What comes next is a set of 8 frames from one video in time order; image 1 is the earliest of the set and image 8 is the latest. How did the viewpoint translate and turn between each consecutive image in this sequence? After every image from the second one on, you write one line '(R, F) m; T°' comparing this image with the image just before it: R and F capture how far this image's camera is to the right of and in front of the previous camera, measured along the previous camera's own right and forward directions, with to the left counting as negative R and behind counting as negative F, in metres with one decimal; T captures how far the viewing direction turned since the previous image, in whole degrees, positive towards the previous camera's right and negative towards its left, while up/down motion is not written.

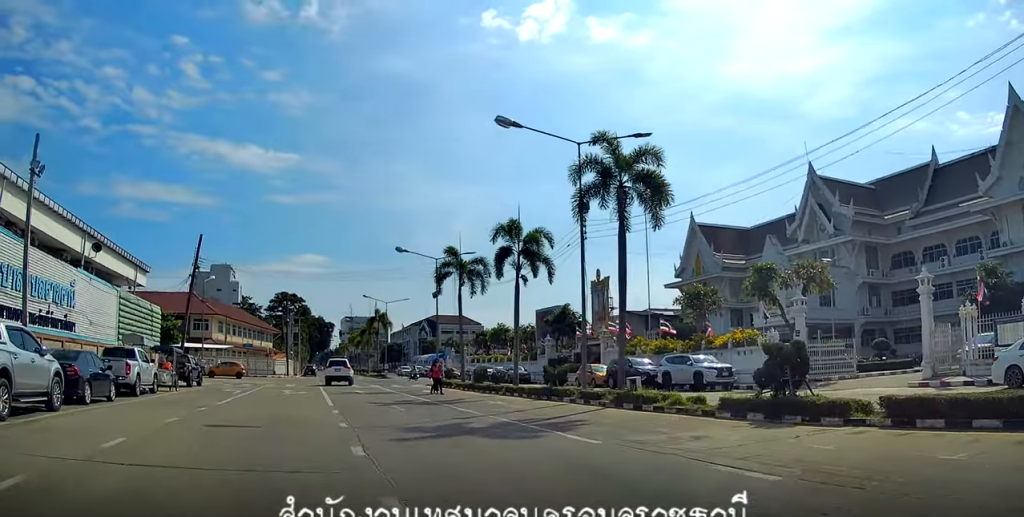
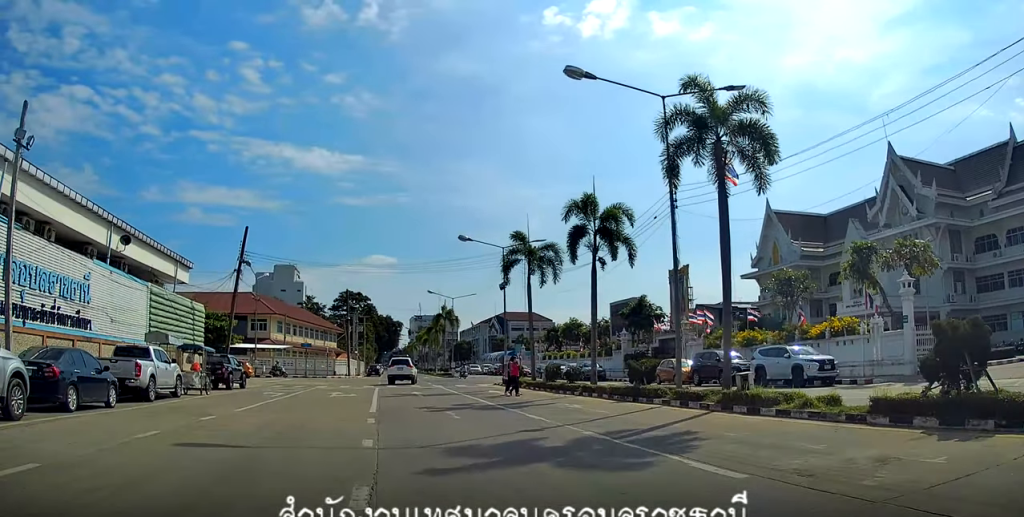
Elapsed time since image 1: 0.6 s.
(0.0, +4.4) m; -3°
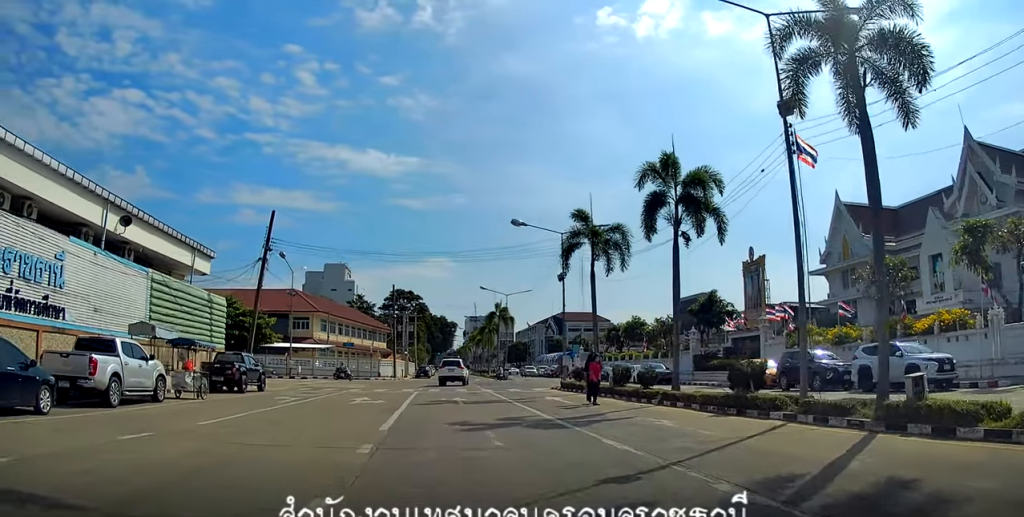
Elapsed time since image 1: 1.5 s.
(-0.2, +6.2) m; -7°
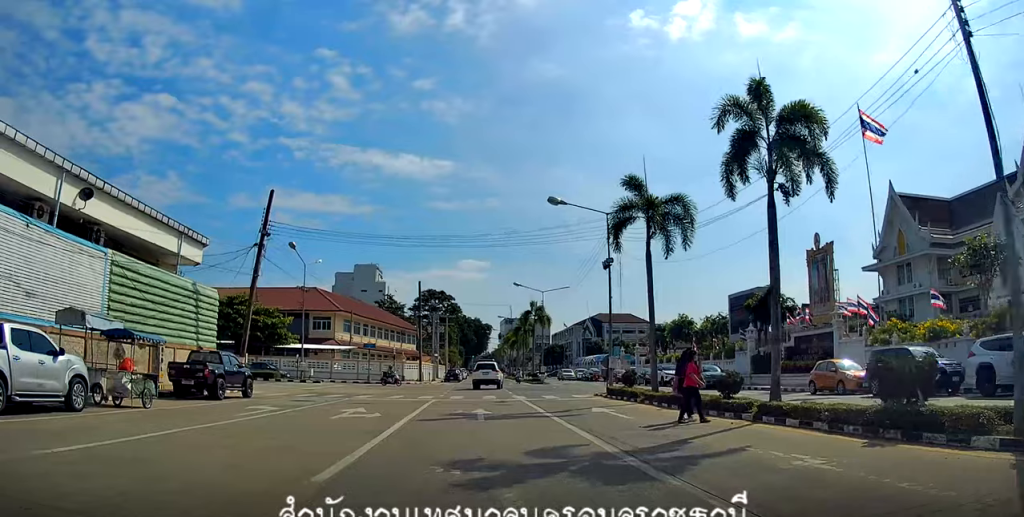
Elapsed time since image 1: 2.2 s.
(-0.3, +6.8) m; -11°
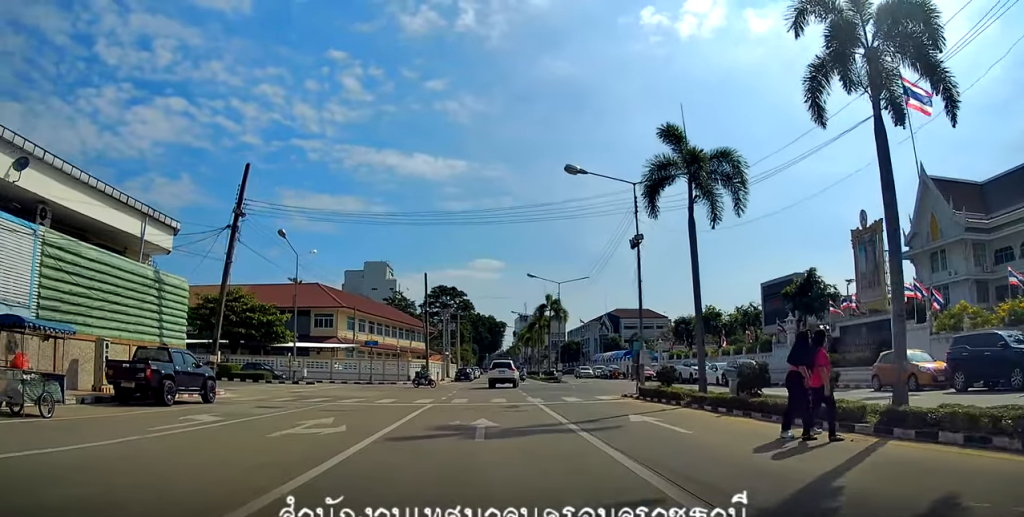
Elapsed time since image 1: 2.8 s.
(-0.8, +5.6) m; -7°
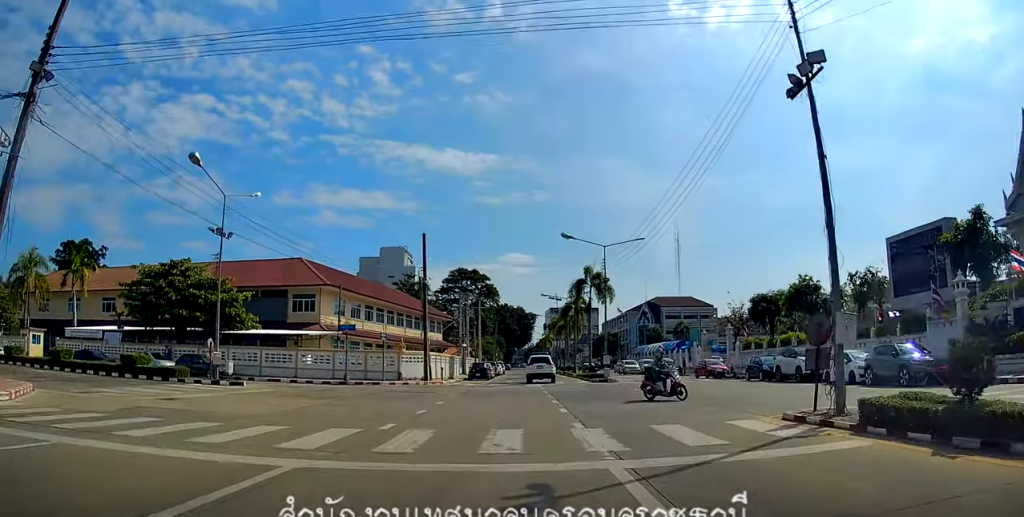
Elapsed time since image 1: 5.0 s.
(-3.3, +20.3) m; -16°
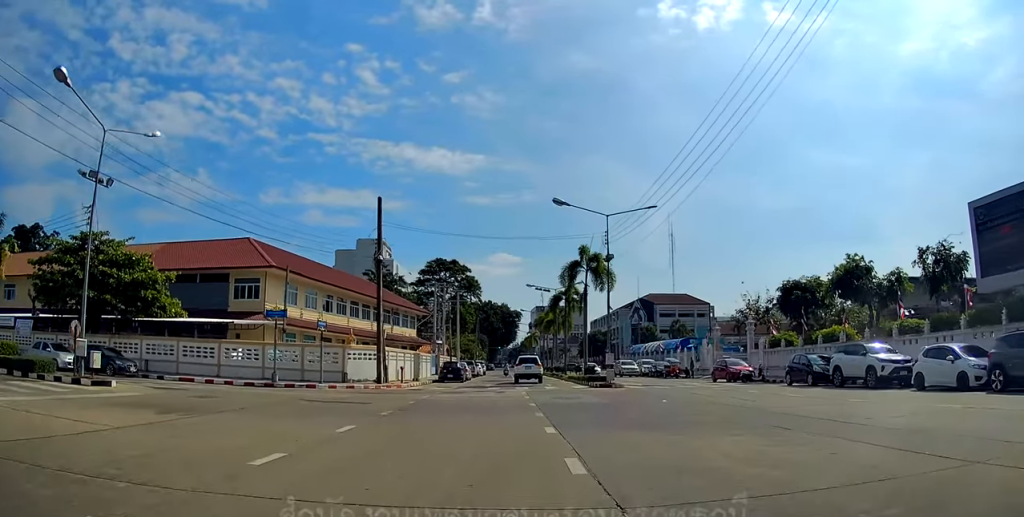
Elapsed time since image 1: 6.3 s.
(-0.4, +11.6) m; -4°
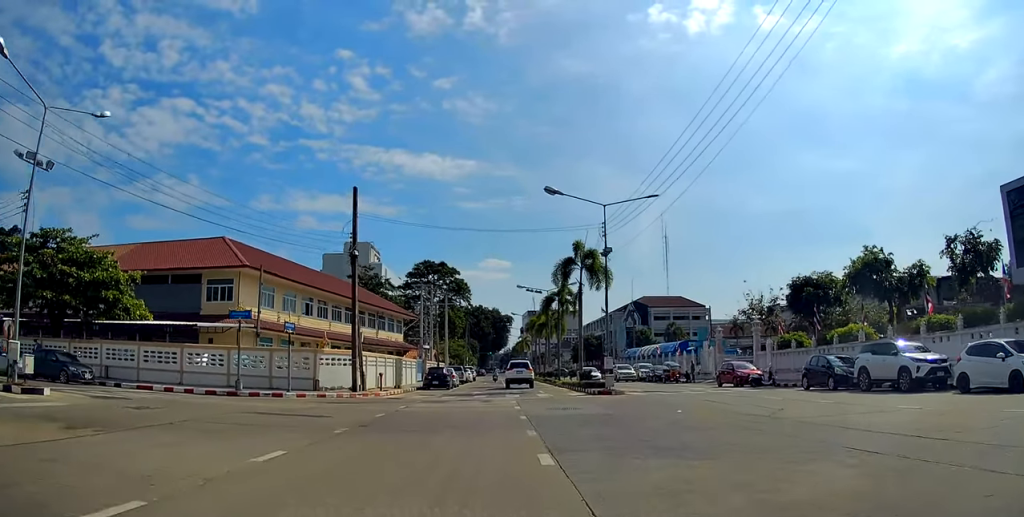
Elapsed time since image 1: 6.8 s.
(-0.1, +3.4) m; -1°
